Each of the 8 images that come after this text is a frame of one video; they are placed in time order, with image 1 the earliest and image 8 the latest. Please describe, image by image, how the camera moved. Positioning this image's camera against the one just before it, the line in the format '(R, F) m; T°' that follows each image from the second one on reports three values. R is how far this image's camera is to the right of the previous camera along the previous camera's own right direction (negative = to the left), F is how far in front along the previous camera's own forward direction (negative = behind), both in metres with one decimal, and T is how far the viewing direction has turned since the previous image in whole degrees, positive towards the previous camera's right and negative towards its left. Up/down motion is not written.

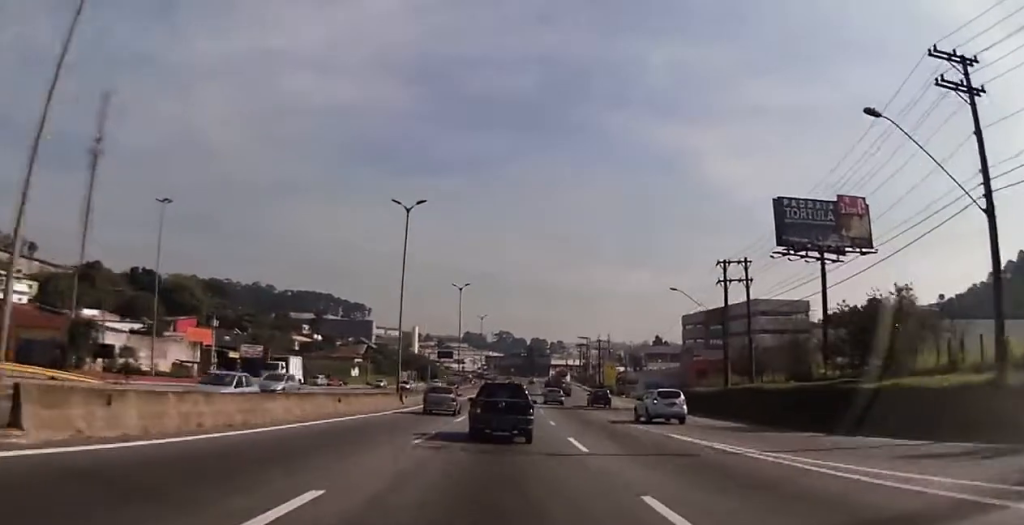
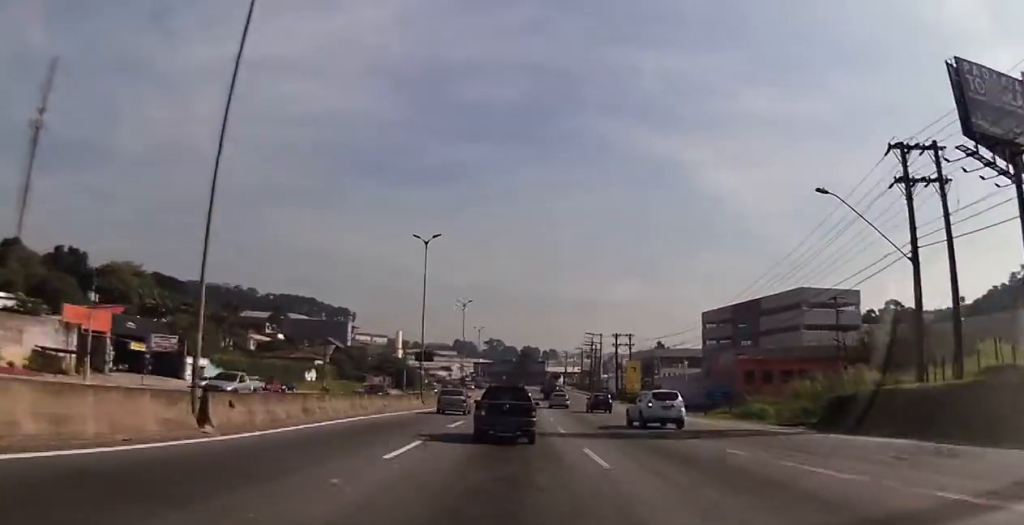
(+0.2, +28.2) m; +2°
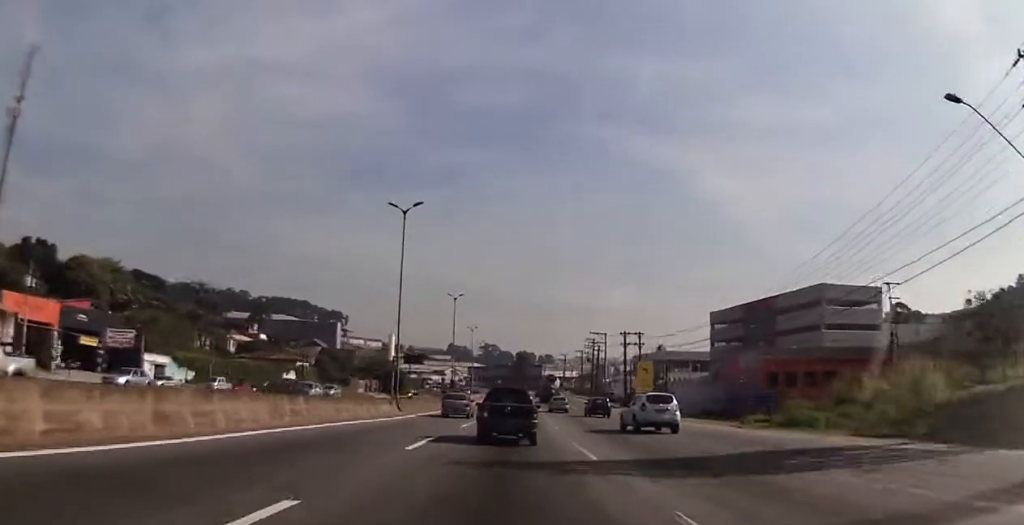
(0.0, +10.1) m; +1°
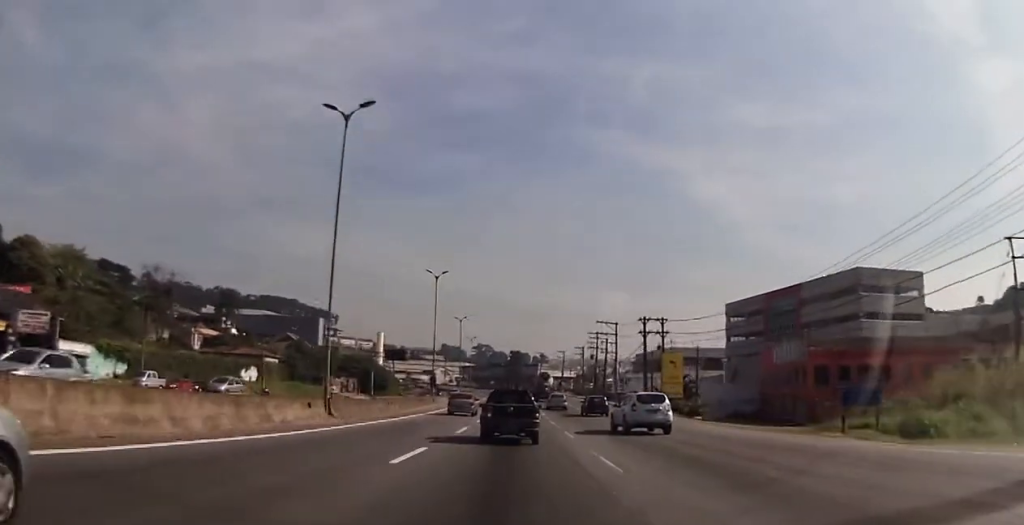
(+0.2, +15.6) m; +1°
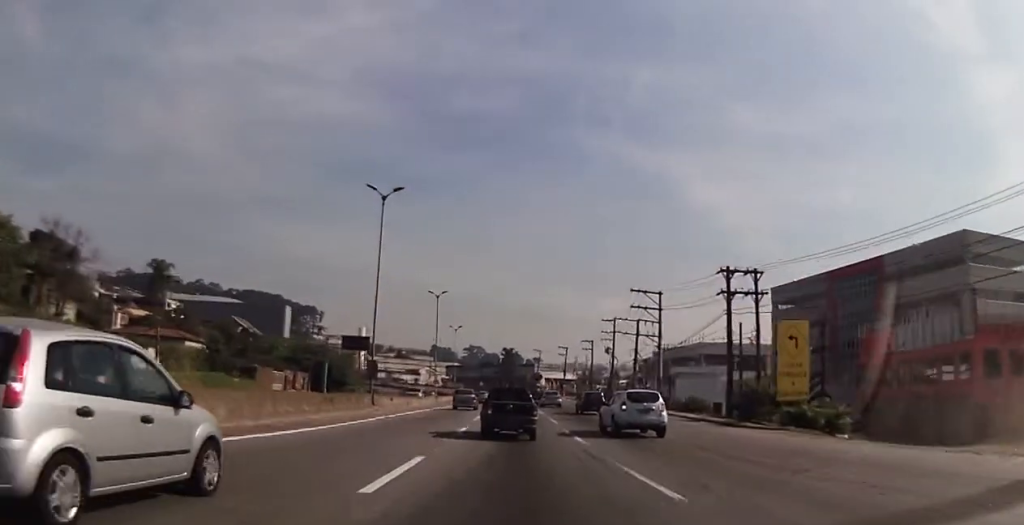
(+0.1, +28.1) m; 0°
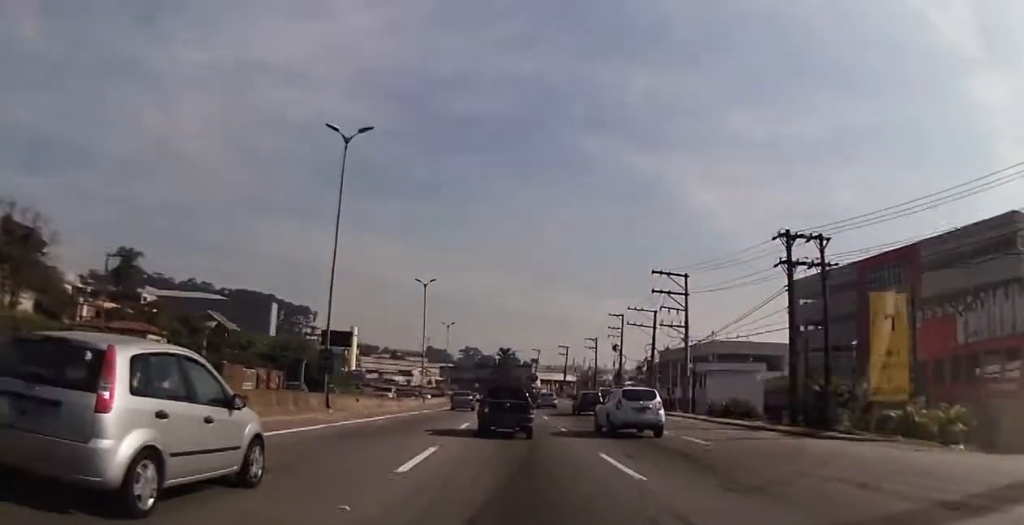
(0.0, +9.8) m; 0°
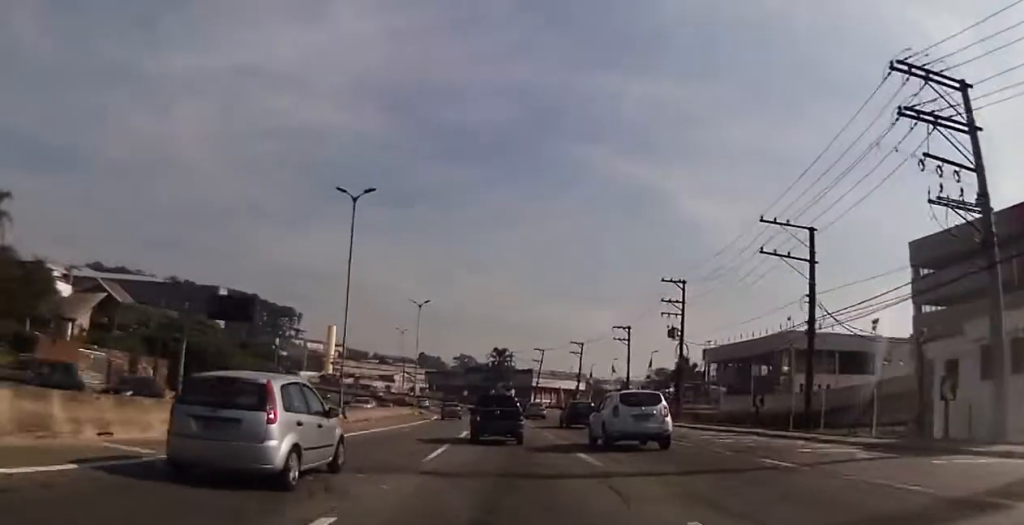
(+0.1, +34.0) m; +1°
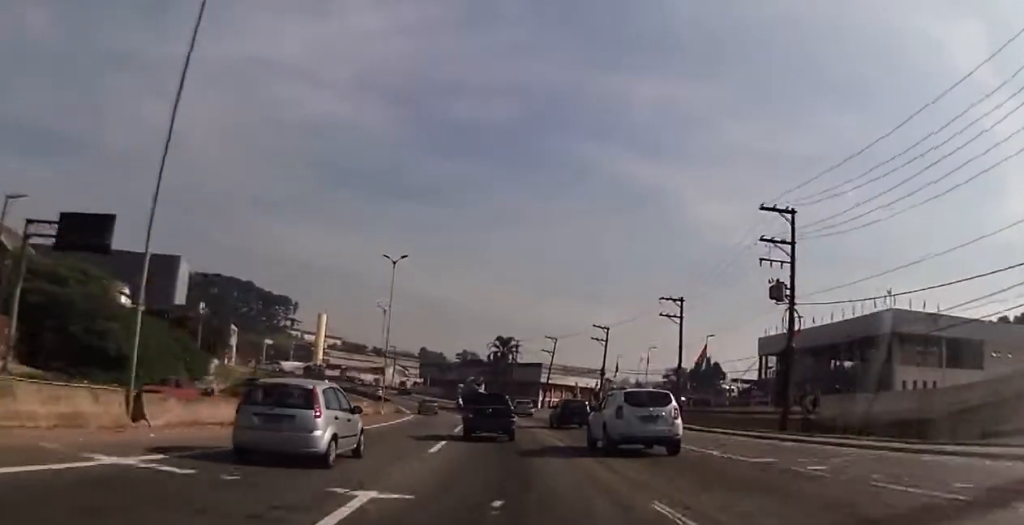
(+0.3, +23.1) m; 0°
